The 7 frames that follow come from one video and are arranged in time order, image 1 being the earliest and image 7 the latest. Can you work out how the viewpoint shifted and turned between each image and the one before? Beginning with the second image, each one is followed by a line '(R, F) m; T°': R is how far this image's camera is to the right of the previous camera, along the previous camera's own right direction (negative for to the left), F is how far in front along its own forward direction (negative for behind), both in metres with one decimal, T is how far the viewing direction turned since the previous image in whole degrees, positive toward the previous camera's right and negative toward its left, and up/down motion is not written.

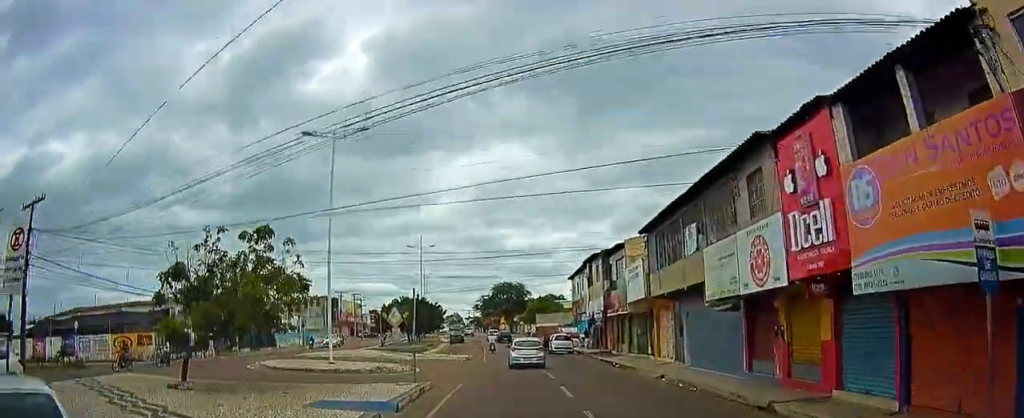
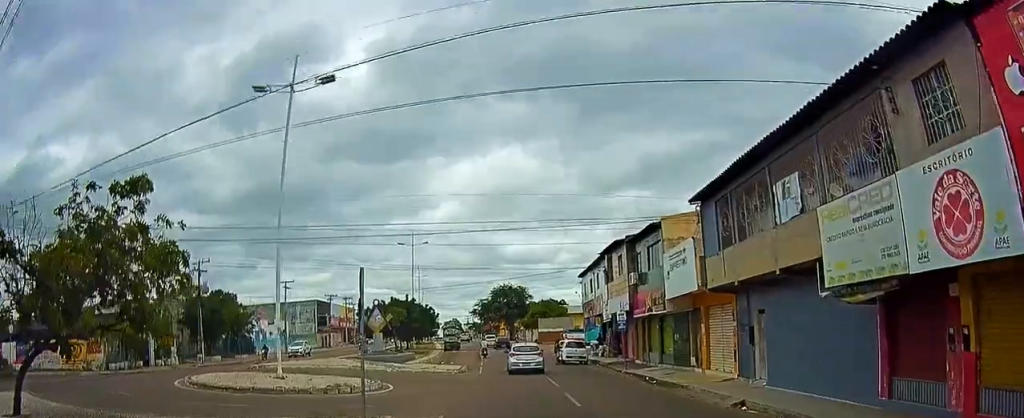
(0.0, +7.2) m; 0°
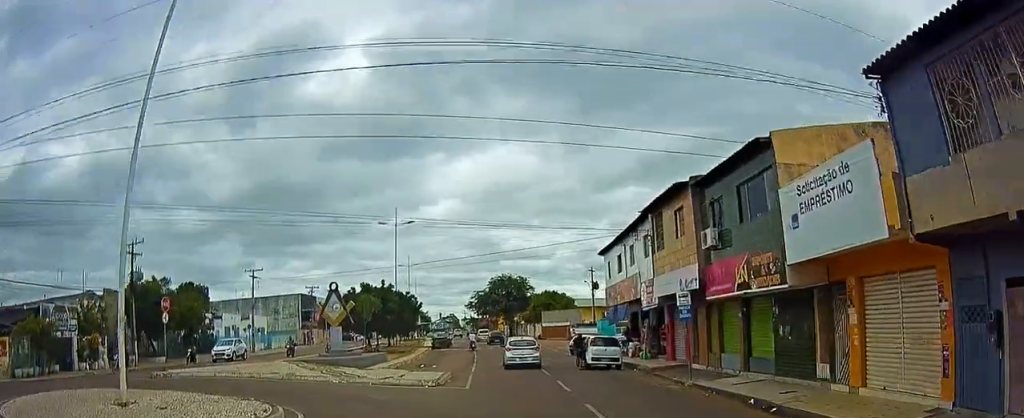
(0.0, +10.3) m; +2°
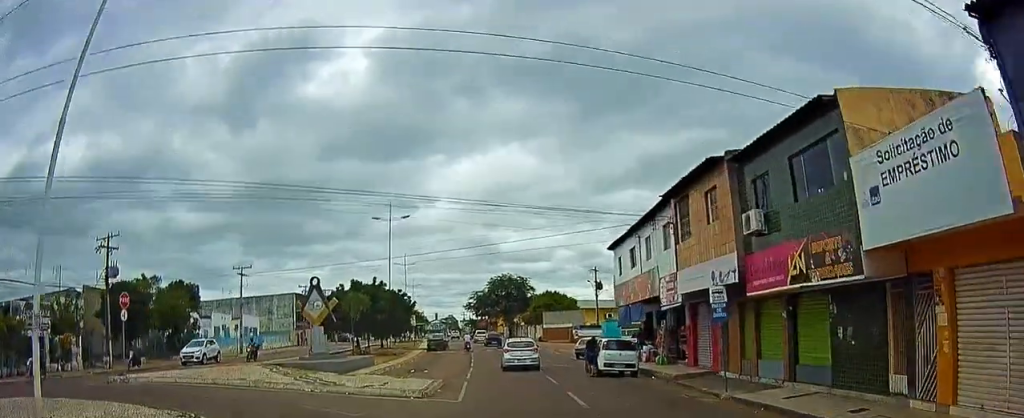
(-0.1, +3.2) m; +1°
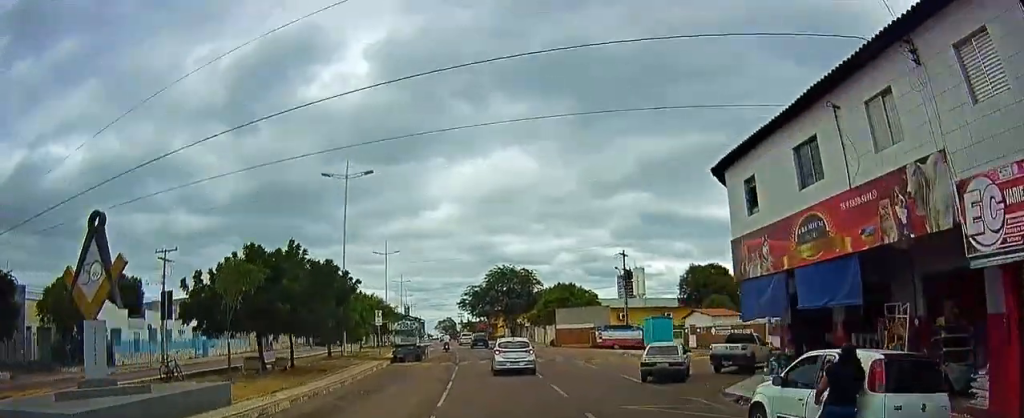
(-0.8, +16.9) m; -8°
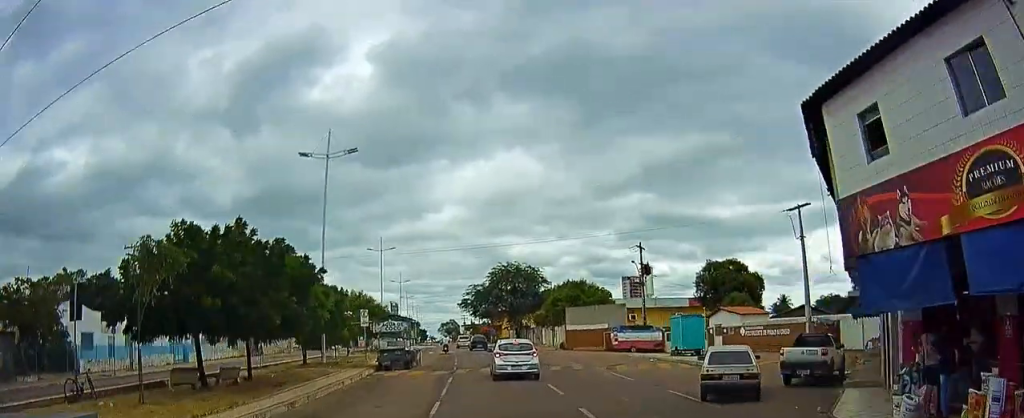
(-0.1, +6.1) m; +4°
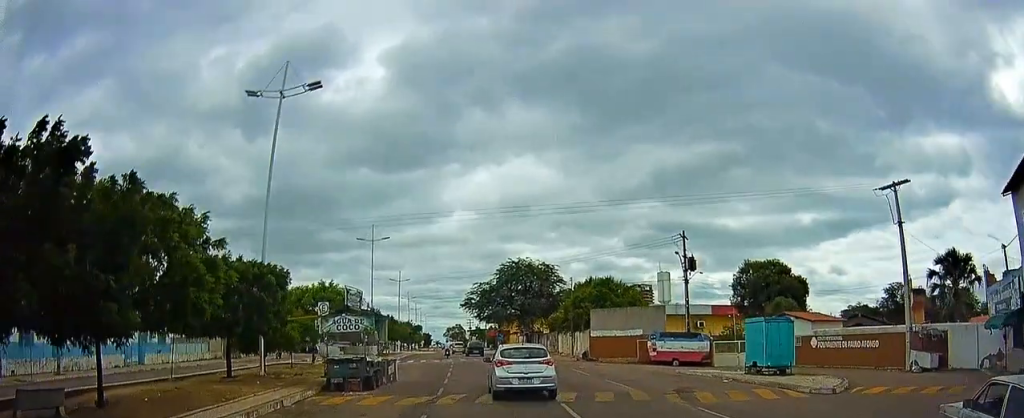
(+0.6, +11.3) m; 0°
